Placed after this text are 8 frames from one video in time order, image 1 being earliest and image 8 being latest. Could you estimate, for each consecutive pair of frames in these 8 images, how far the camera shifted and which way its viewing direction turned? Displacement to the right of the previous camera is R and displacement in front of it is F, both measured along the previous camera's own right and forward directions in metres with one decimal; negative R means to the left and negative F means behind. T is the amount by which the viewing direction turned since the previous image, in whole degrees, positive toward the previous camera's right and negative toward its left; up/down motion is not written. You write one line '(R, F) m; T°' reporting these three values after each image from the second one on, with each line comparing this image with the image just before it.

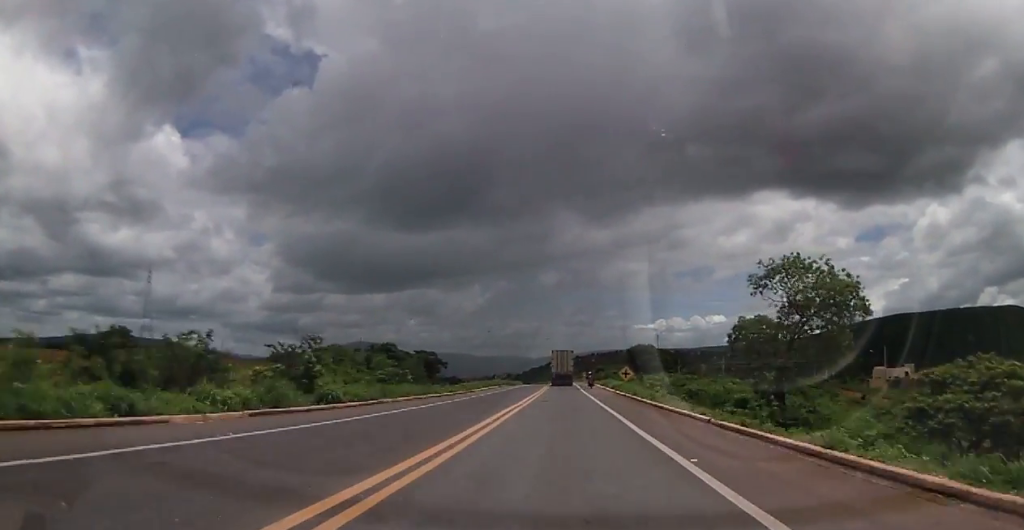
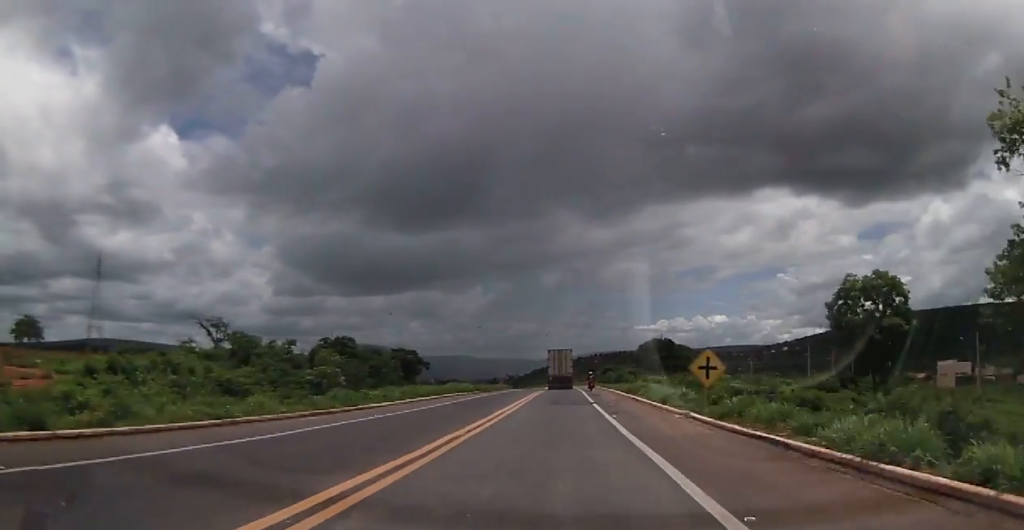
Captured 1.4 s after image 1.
(+1.0, +35.4) m; +3°
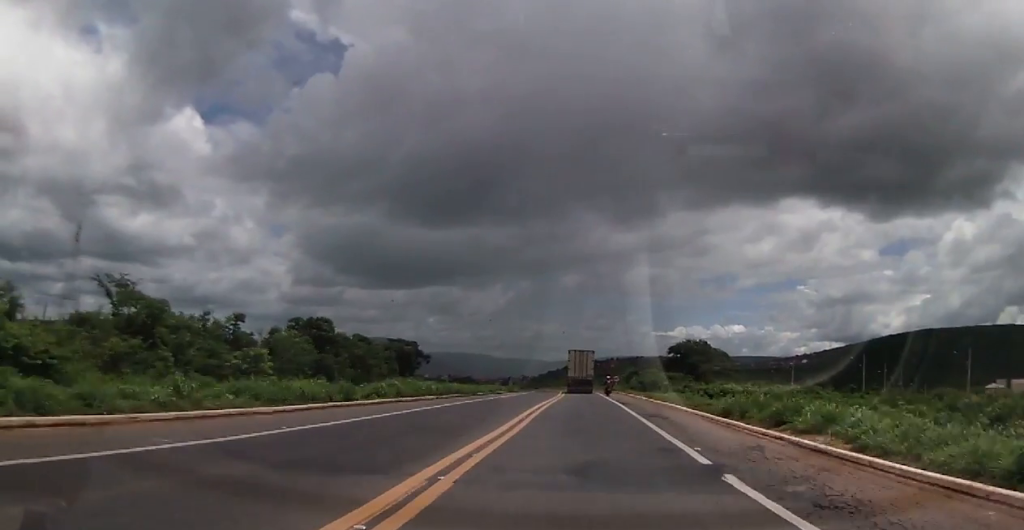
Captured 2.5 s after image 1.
(+0.1, +24.8) m; -1°
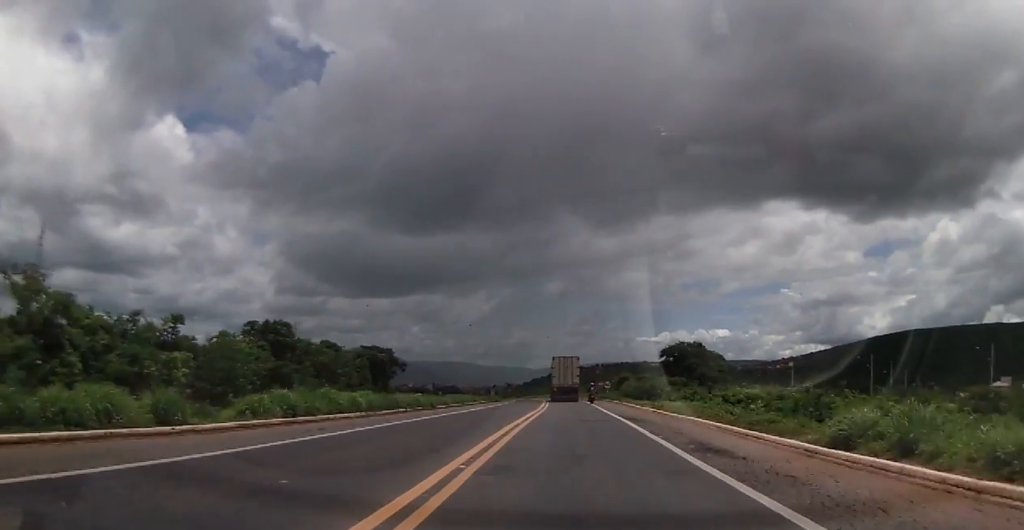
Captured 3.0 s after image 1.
(-0.3, +11.1) m; -1°
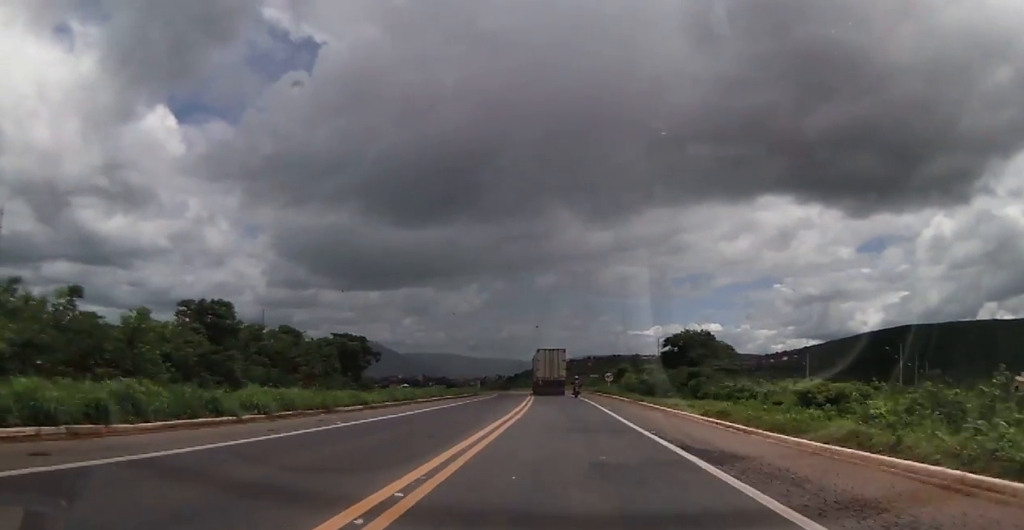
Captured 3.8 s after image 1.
(-0.2, +16.8) m; 0°
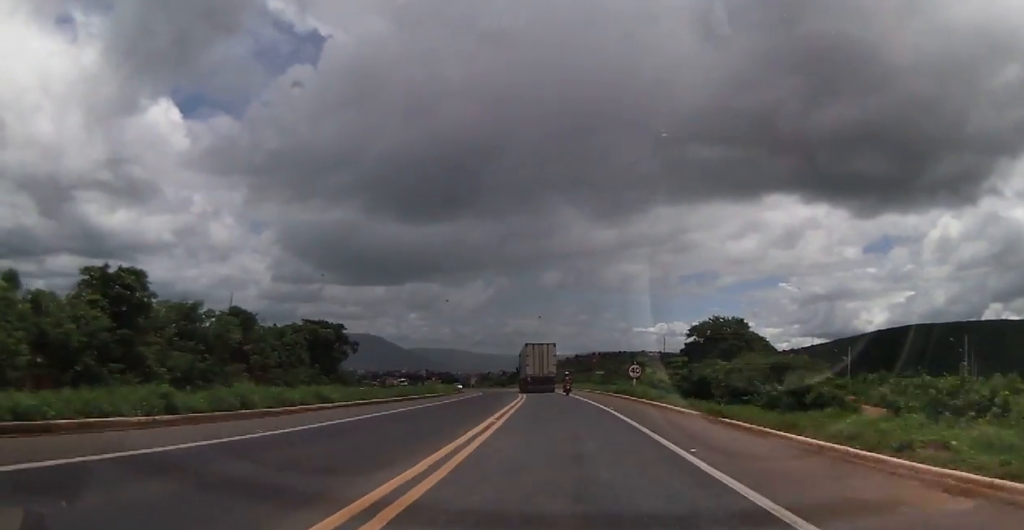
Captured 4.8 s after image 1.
(+0.2, +21.4) m; +2°
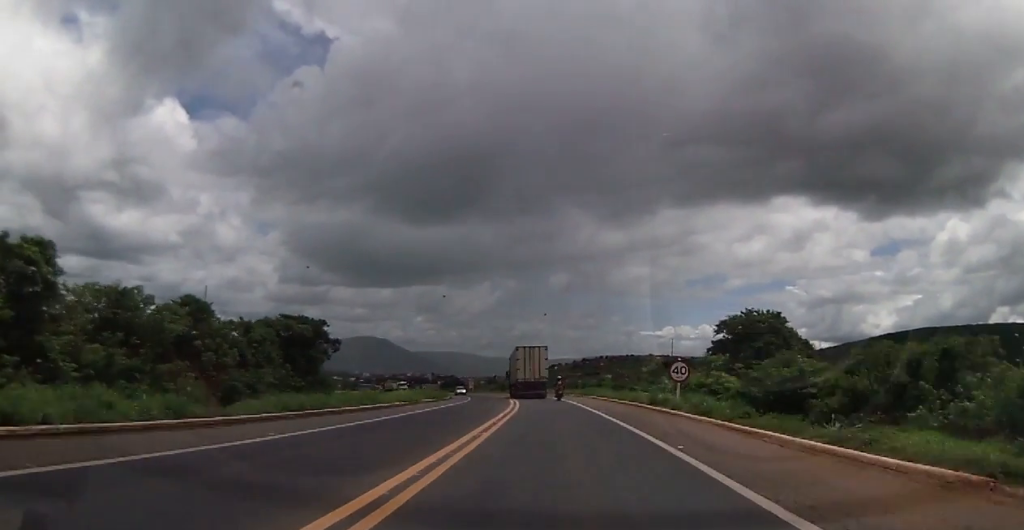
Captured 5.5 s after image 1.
(+0.3, +16.0) m; +1°
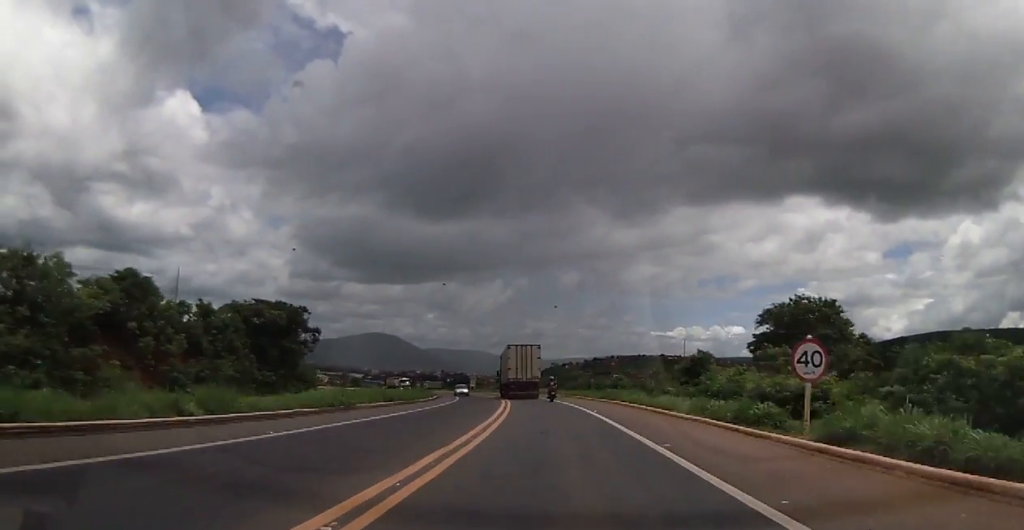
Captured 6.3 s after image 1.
(0.0, +16.1) m; -1°
